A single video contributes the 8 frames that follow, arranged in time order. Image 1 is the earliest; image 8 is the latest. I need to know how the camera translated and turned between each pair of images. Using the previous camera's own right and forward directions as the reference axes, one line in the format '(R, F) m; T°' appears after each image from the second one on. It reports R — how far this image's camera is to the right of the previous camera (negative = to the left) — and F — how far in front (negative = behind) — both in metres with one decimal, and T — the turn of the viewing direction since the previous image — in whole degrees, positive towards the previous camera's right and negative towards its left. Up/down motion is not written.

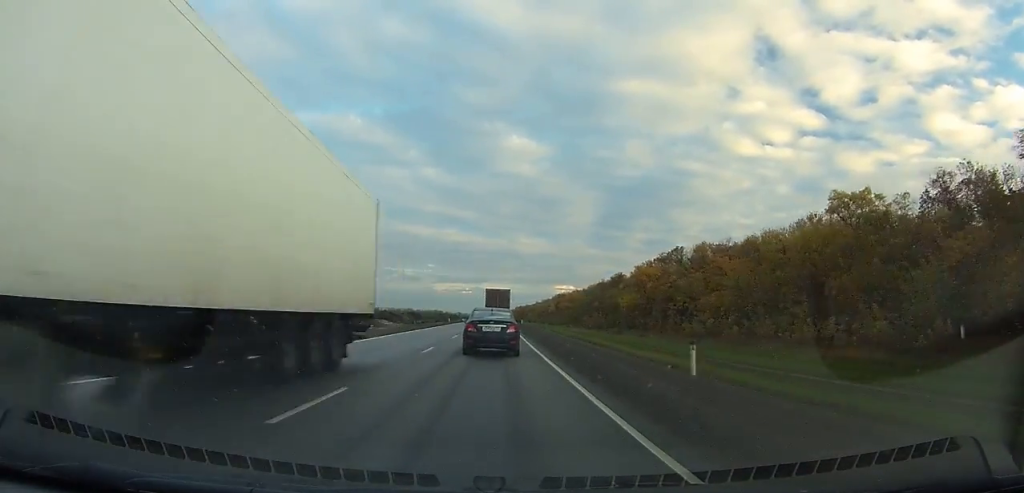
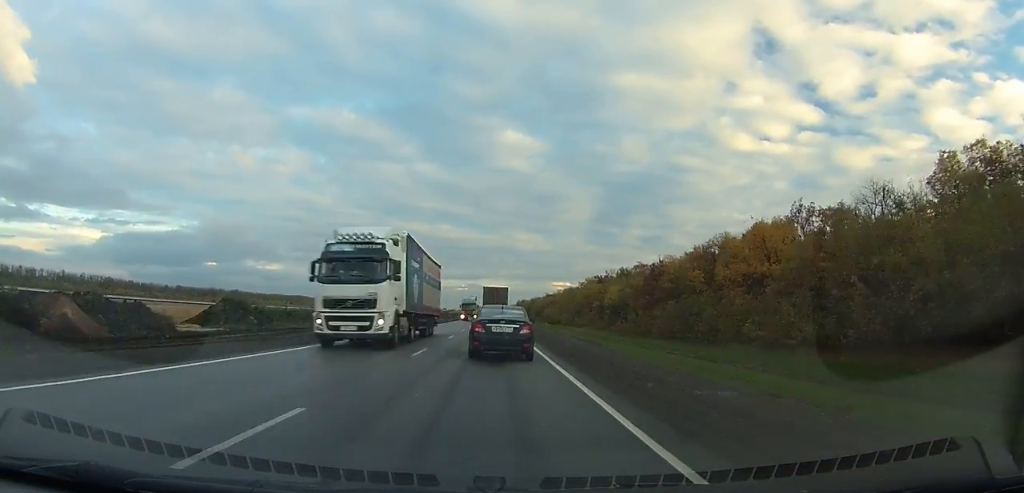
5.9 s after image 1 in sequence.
(+0.3, +134.4) m; 0°
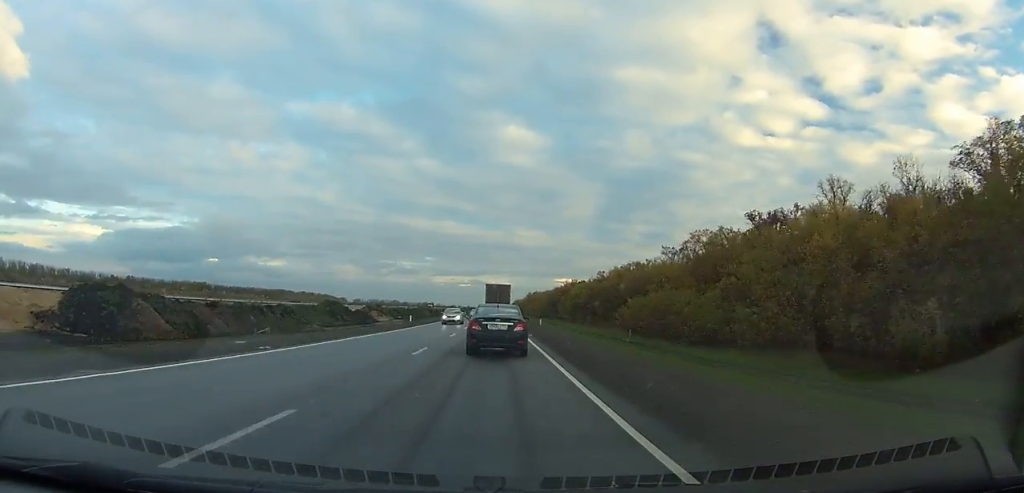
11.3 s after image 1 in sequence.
(0.0, +119.5) m; 0°
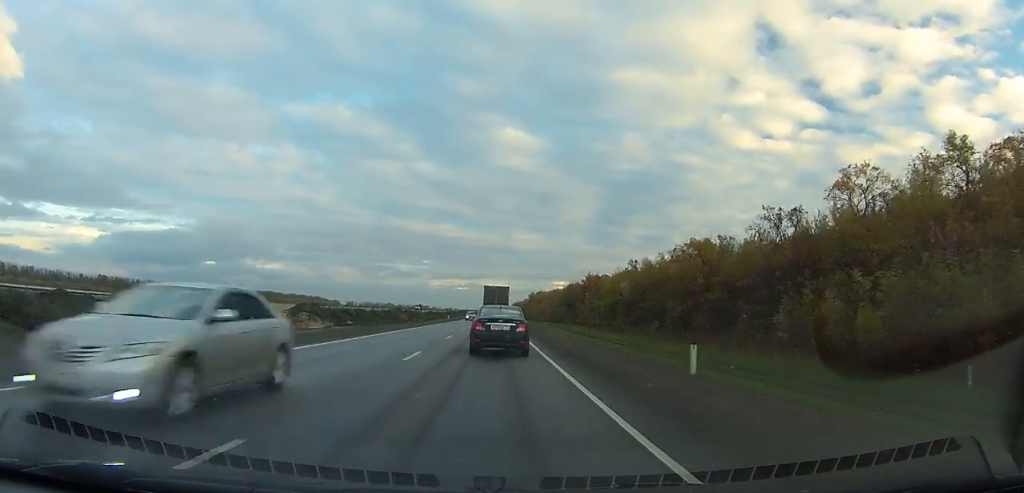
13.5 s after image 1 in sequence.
(0.0, +49.7) m; 0°
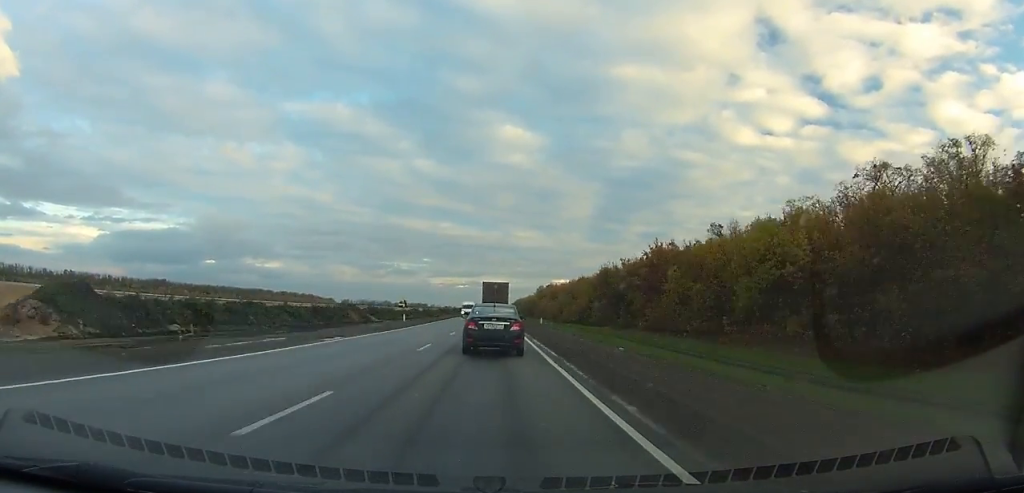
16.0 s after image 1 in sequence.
(0.0, +56.1) m; 0°
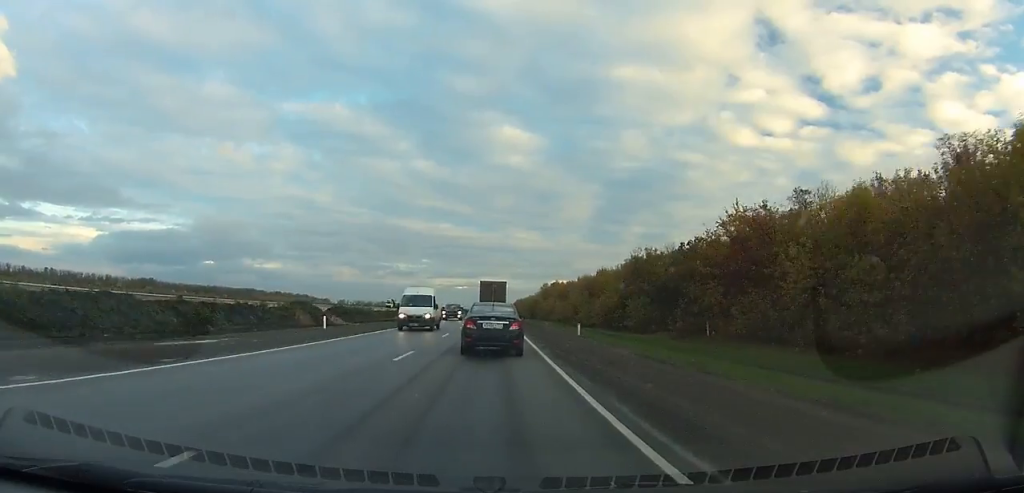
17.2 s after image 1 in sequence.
(0.0, +26.5) m; 0°
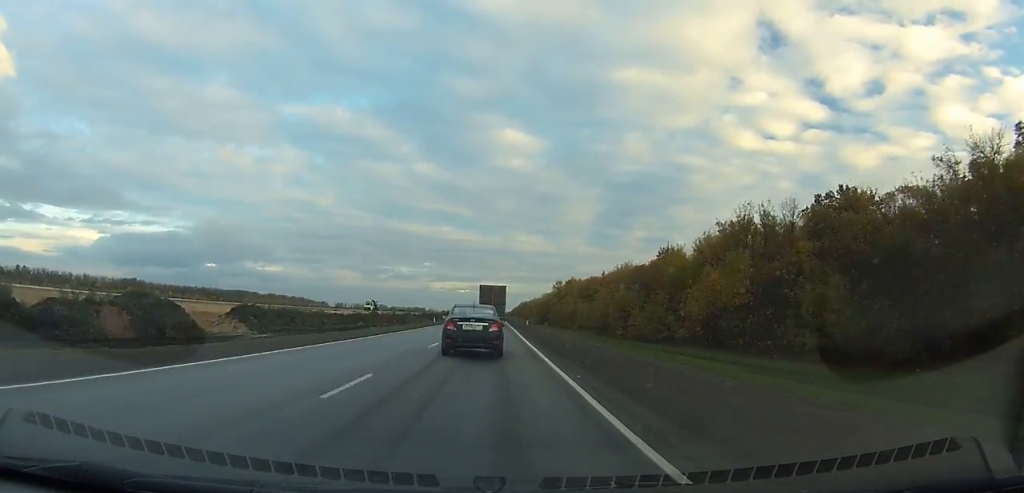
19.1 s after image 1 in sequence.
(0.0, +42.7) m; 0°
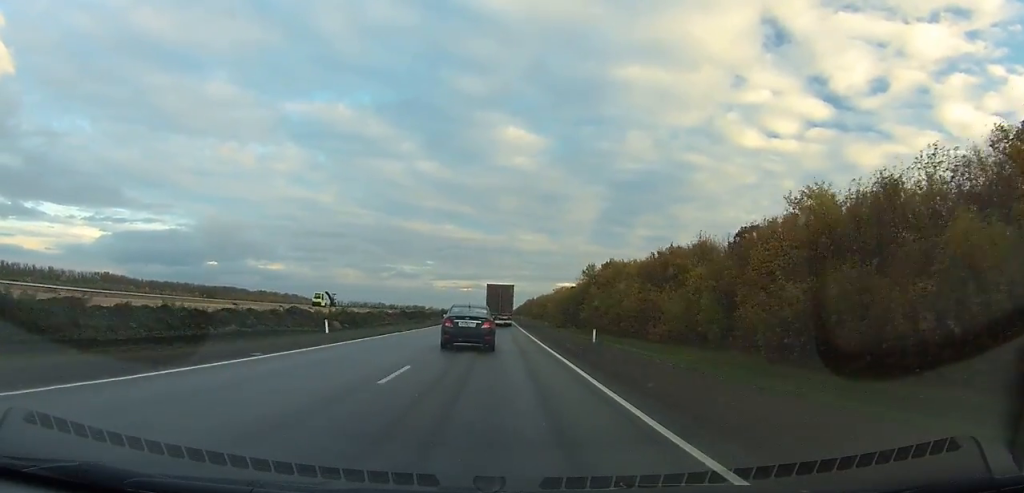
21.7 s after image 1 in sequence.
(0.0, +59.8) m; 0°
